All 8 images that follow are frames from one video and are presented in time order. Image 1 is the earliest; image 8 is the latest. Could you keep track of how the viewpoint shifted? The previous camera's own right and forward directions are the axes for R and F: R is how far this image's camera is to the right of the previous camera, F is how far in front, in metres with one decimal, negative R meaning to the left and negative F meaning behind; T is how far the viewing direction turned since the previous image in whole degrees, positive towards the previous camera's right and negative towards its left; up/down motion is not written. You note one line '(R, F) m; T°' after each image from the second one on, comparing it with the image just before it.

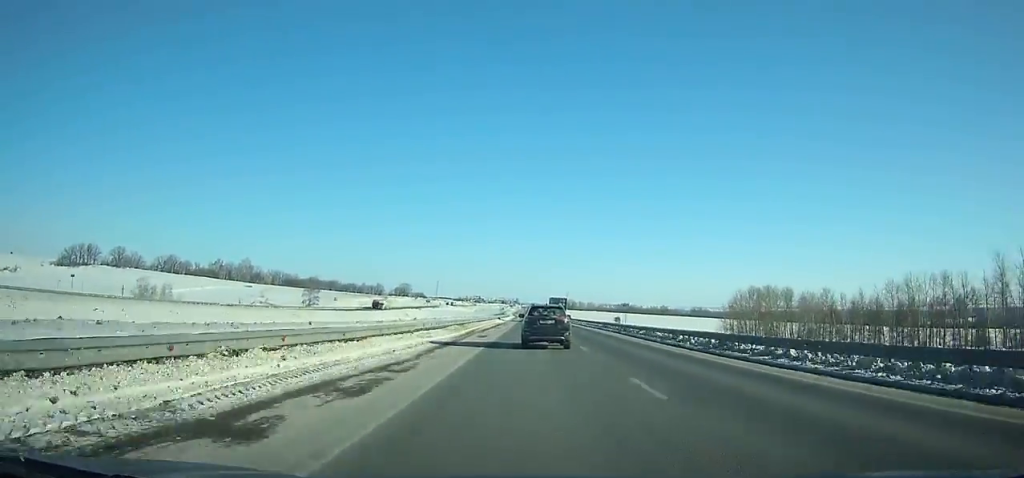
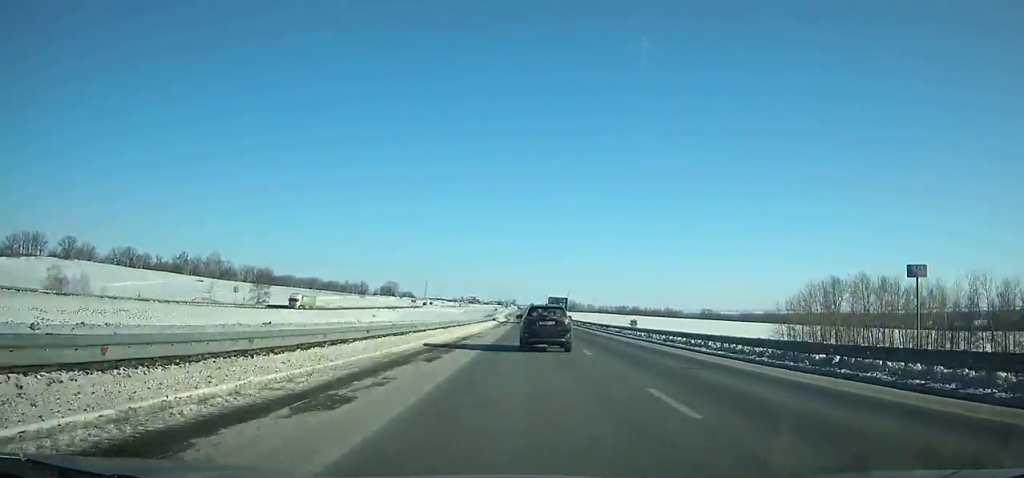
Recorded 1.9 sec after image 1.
(-0.2, +48.2) m; 0°
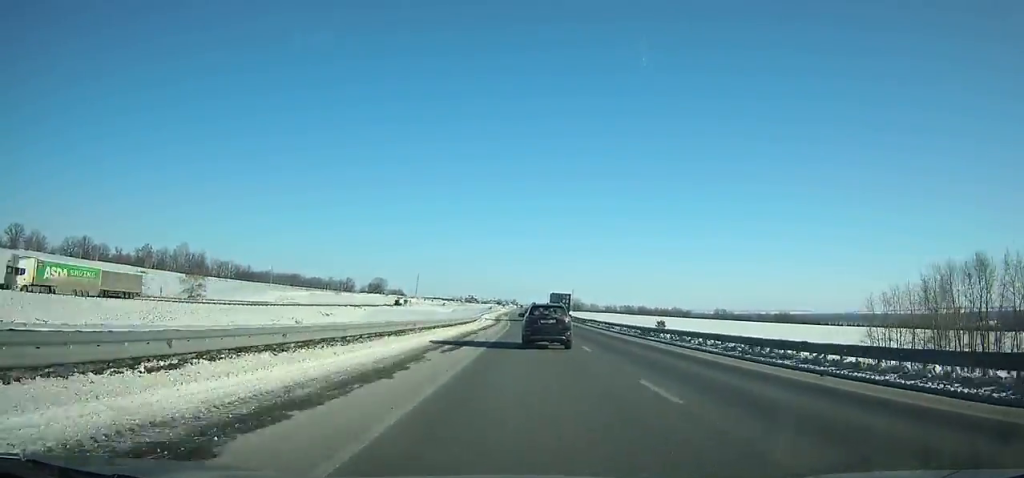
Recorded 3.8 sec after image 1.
(+0.2, +47.5) m; 0°
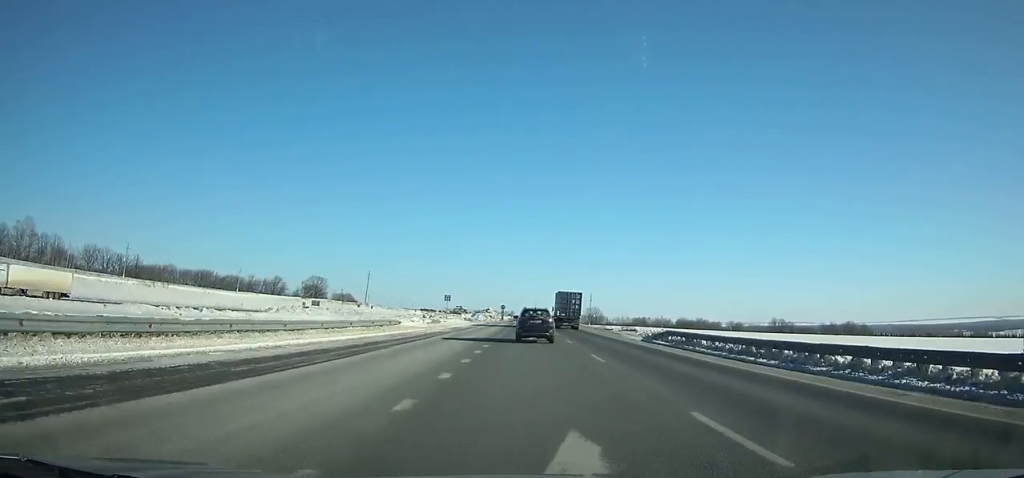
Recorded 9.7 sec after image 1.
(-0.2, +147.2) m; 0°
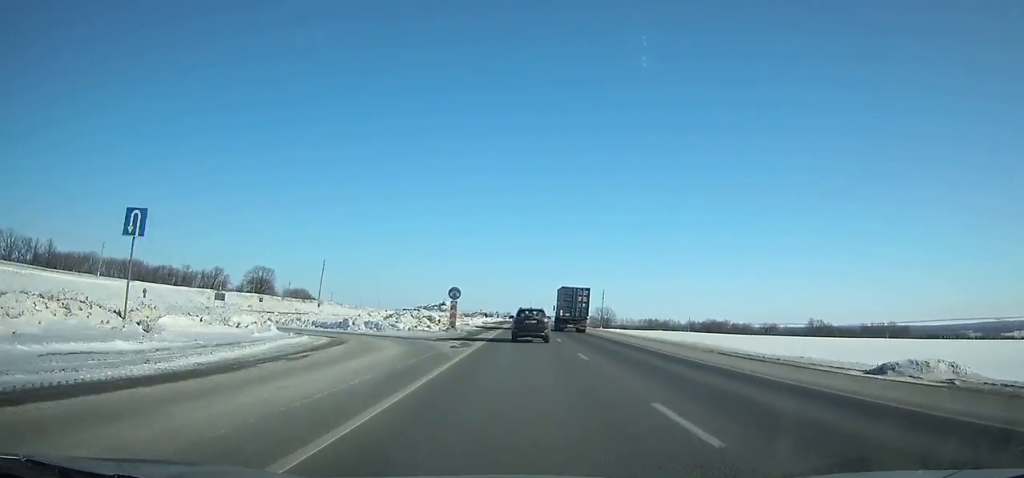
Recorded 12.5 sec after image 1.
(+0.2, +71.1) m; 0°
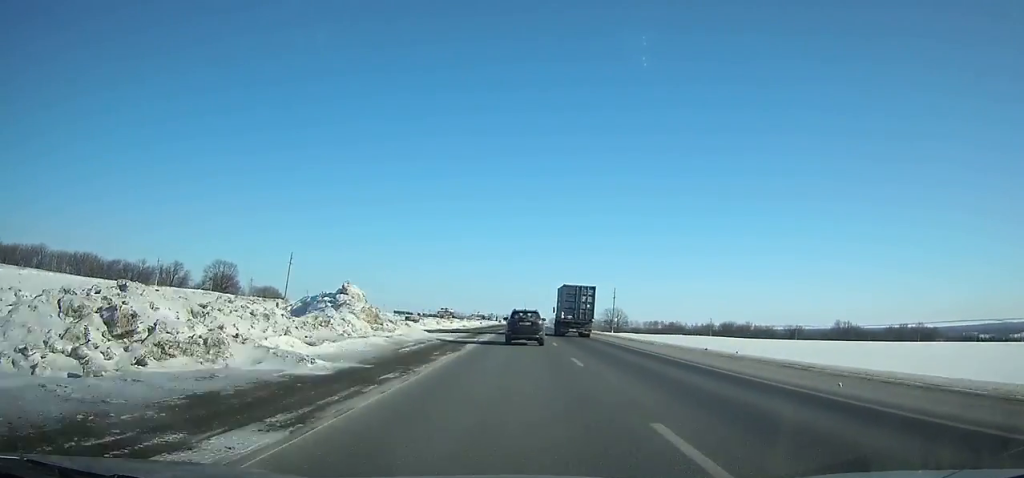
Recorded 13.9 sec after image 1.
(0.0, +35.8) m; 0°
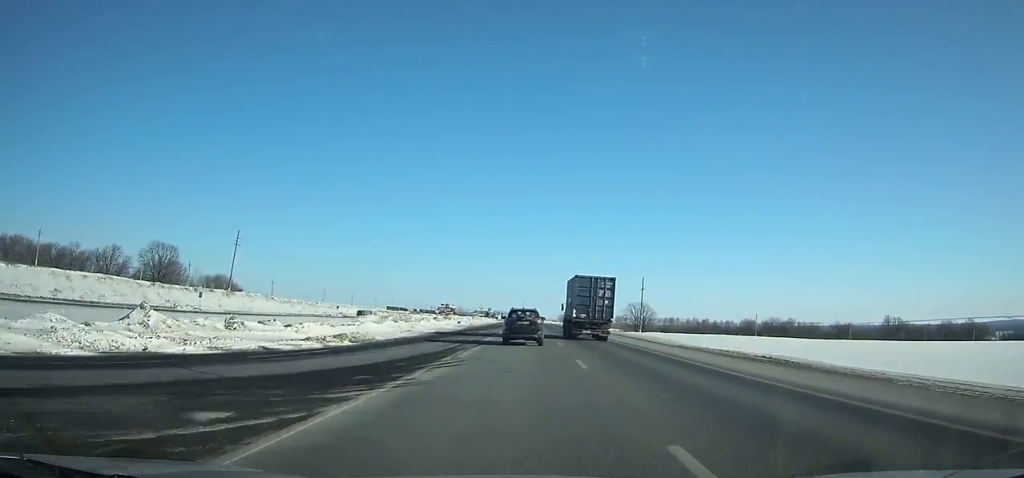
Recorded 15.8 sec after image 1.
(0.0, +49.1) m; 0°
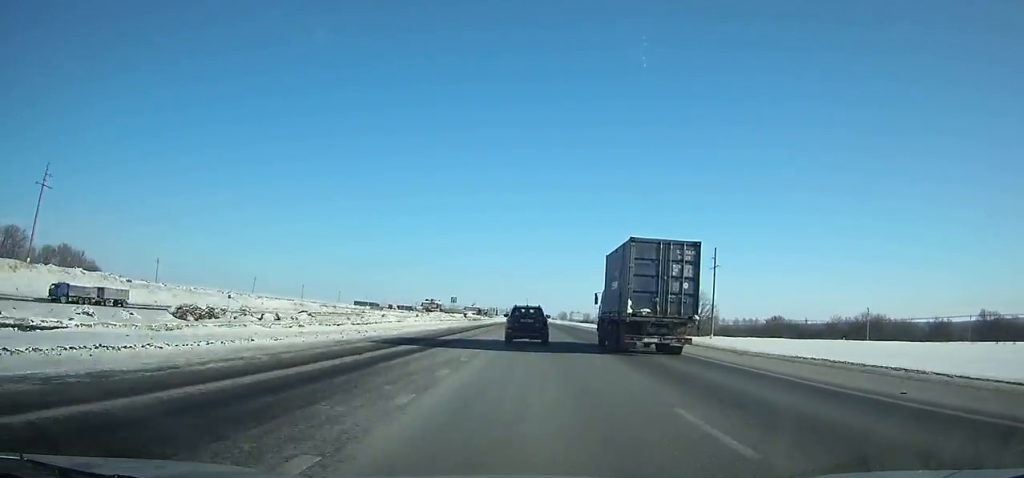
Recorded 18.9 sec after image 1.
(-0.3, +80.7) m; 0°
